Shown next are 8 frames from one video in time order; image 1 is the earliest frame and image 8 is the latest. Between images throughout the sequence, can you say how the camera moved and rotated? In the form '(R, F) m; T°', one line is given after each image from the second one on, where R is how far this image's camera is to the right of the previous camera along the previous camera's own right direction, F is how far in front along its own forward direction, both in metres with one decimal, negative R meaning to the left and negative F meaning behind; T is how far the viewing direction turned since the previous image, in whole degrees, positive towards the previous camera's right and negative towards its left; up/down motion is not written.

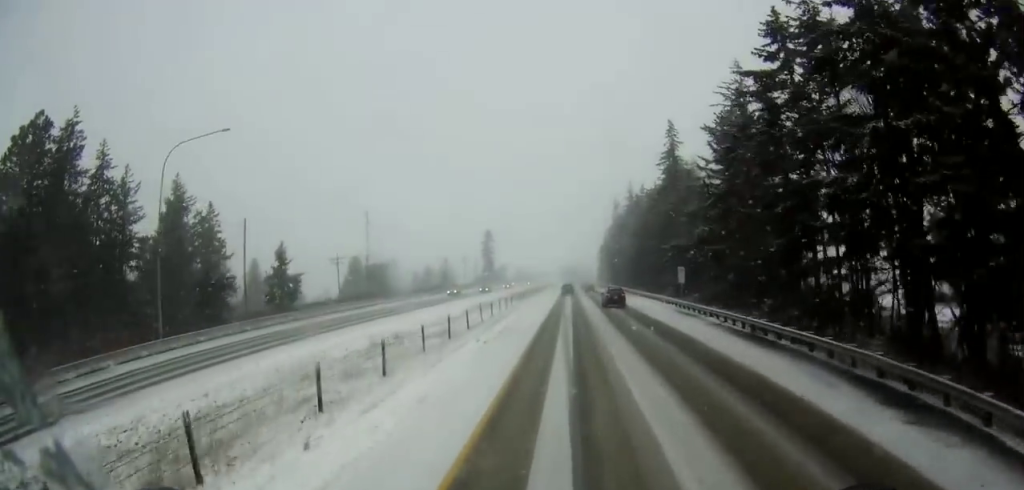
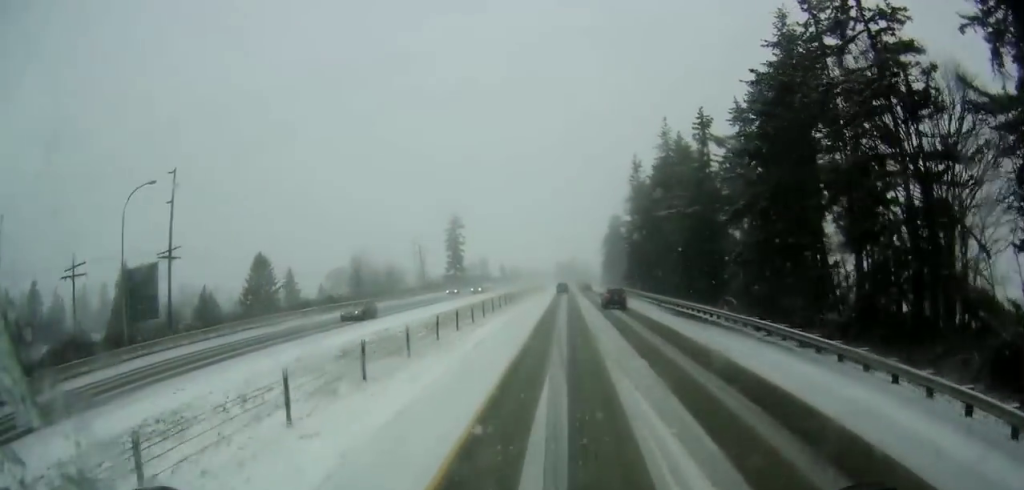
(+0.6, +58.0) m; 0°
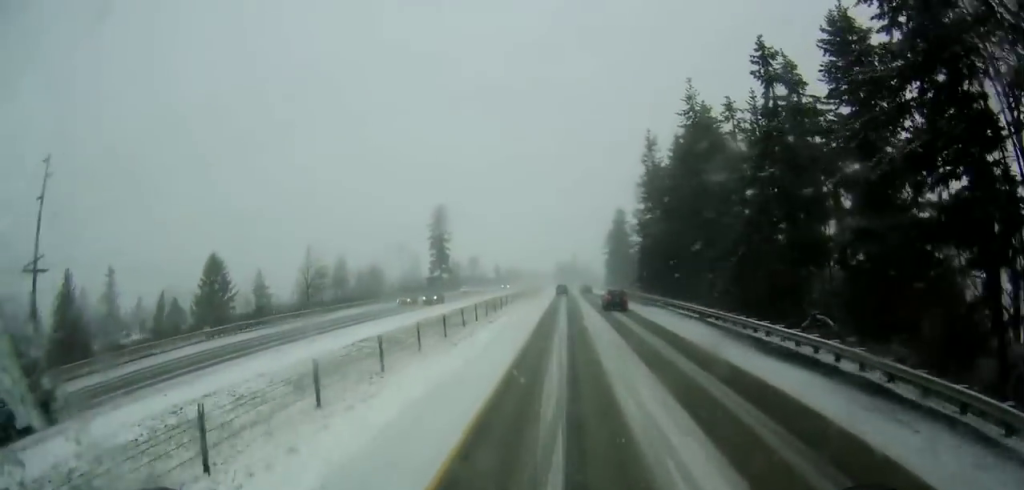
(-0.1, +18.7) m; 0°
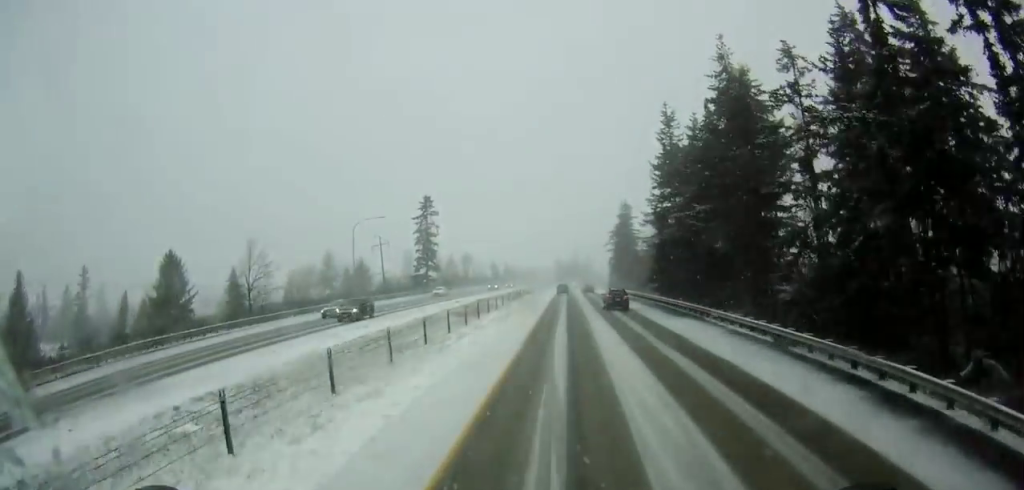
(0.0, +14.5) m; 0°
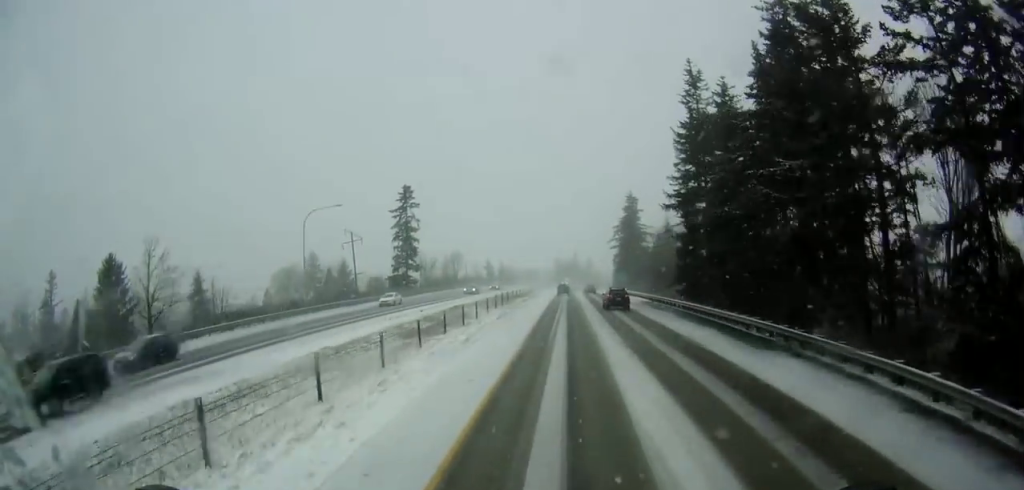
(+0.2, +16.3) m; 0°
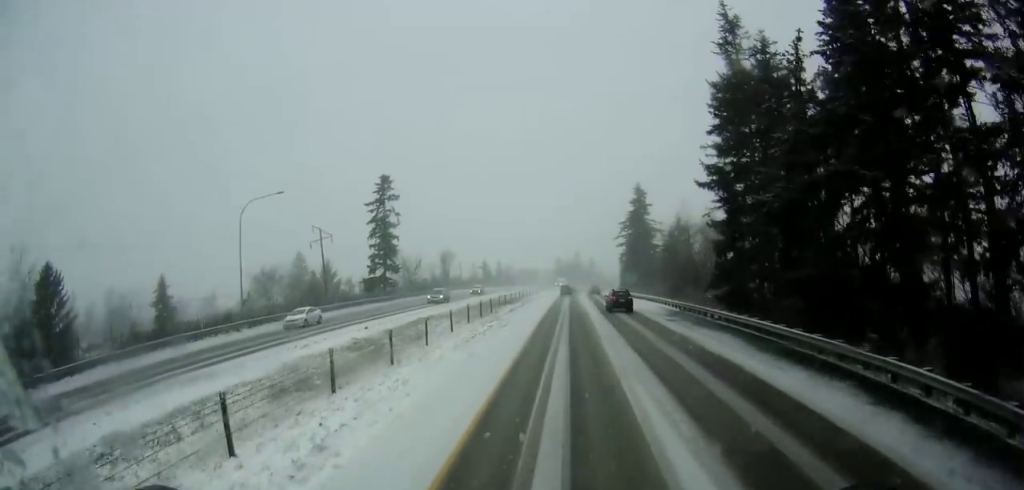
(0.0, +14.7) m; 0°
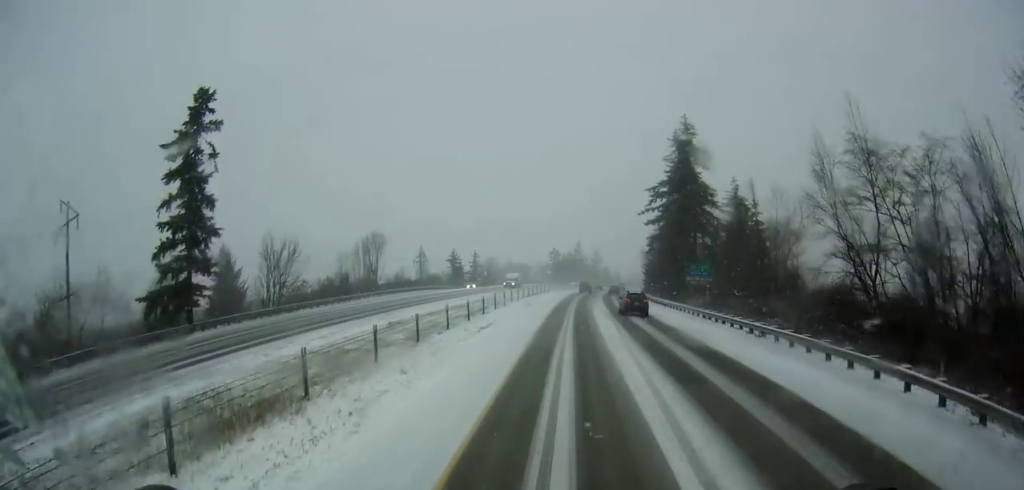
(-0.5, +53.9) m; 0°
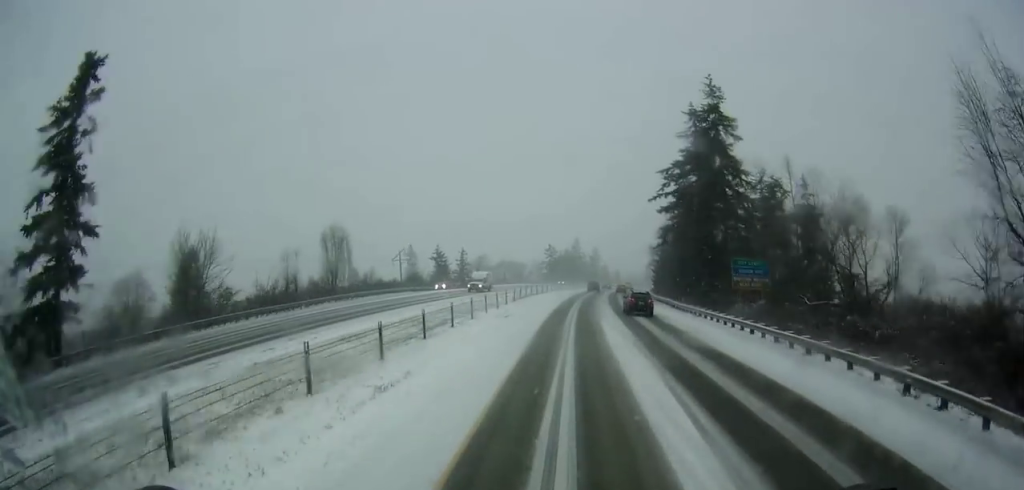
(-0.1, +15.6) m; +1°
